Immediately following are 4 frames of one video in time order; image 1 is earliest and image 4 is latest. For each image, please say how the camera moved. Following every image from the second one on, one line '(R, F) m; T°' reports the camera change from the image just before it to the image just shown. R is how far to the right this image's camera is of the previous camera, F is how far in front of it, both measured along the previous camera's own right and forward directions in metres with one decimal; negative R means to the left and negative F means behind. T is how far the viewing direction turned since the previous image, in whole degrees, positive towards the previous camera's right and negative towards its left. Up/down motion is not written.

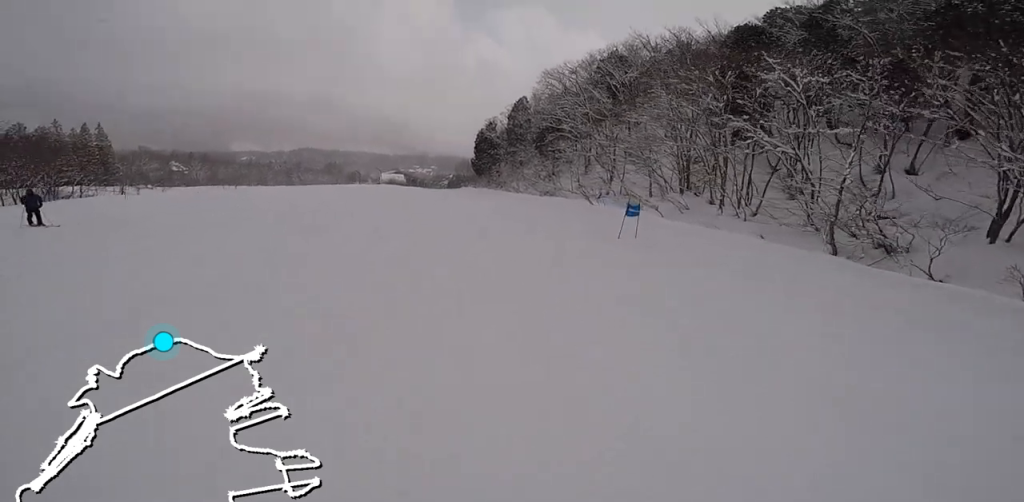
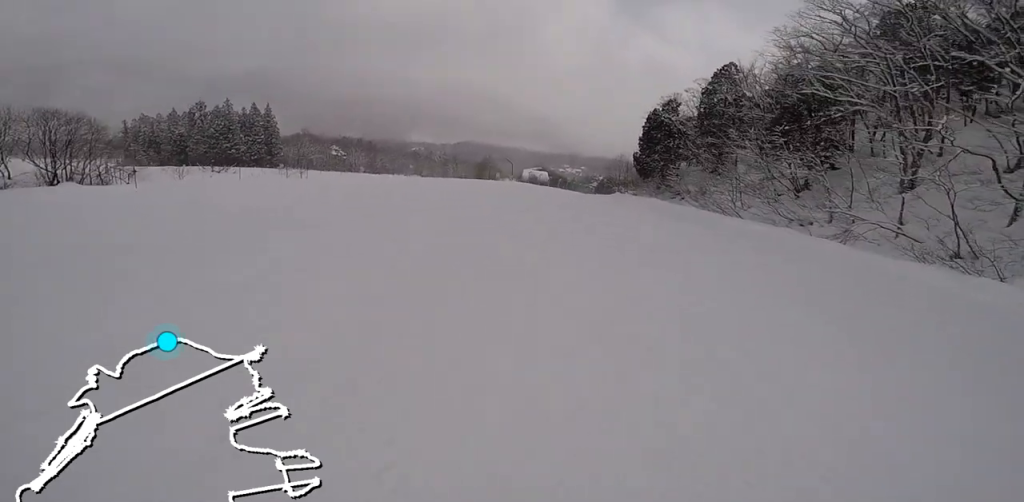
(-4.0, +23.6) m; -12°
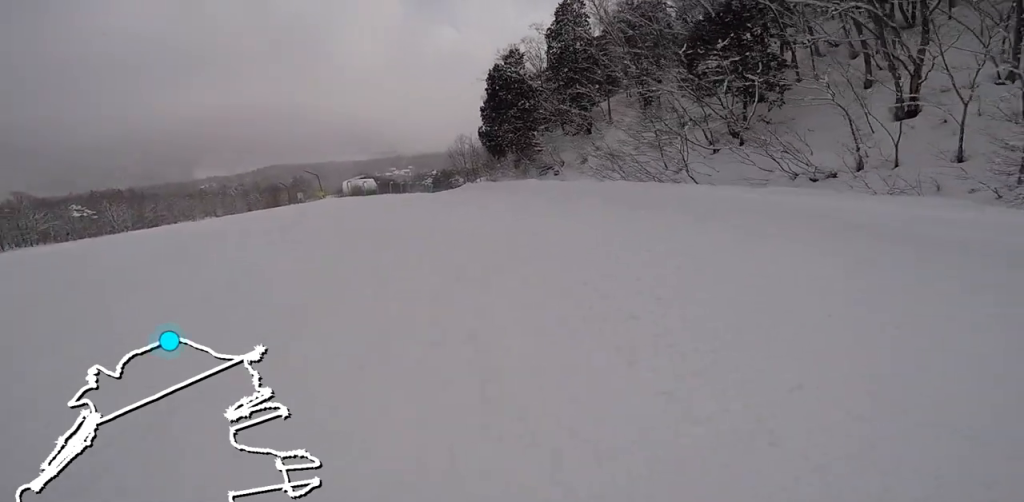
(+1.7, +14.1) m; +12°
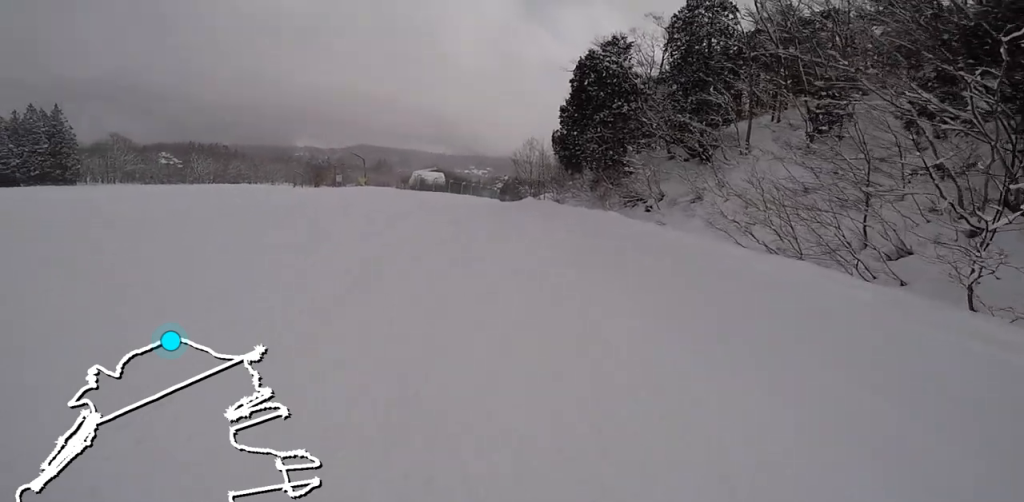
(-0.4, +9.5) m; -12°
